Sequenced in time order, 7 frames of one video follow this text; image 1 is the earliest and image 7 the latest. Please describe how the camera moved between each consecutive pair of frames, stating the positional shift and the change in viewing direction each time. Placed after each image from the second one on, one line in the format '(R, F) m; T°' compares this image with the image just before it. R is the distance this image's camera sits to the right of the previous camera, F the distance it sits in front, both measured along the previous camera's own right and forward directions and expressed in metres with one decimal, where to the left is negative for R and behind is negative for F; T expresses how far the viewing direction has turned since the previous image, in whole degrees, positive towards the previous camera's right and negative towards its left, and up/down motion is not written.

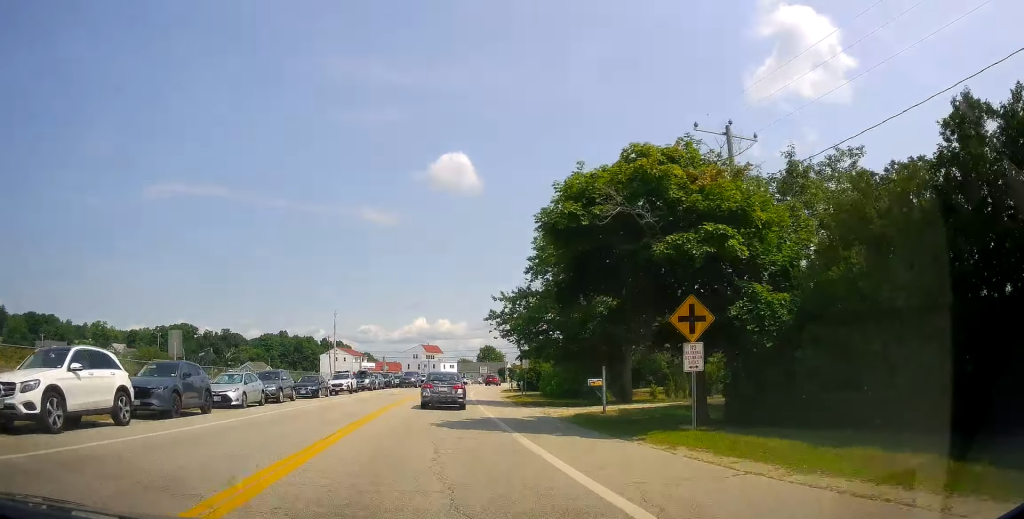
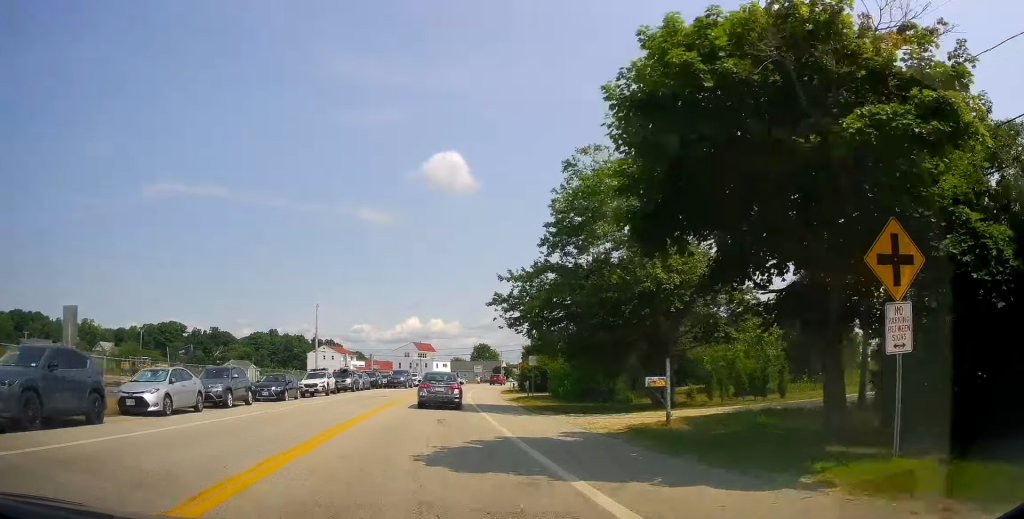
(0.0, +6.5) m; 0°
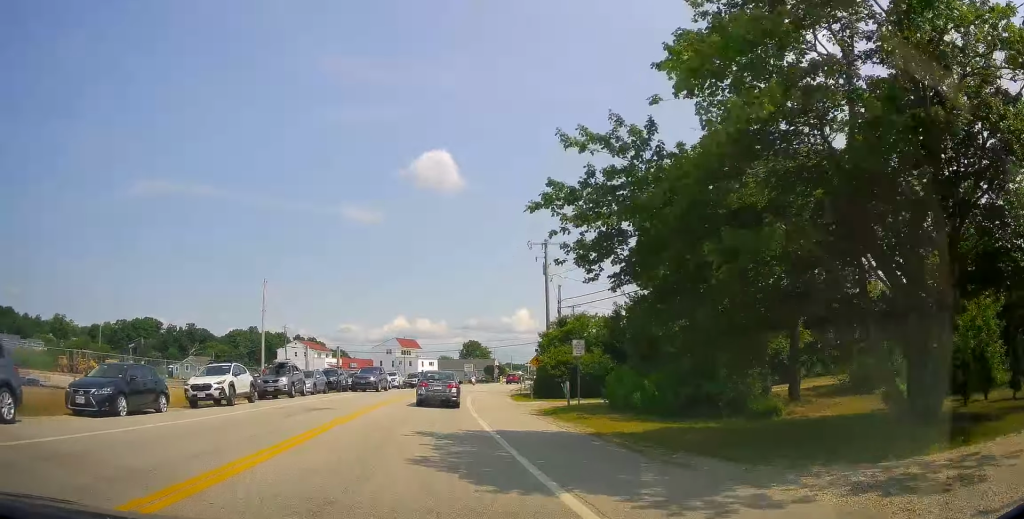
(+0.1, +15.3) m; +2°
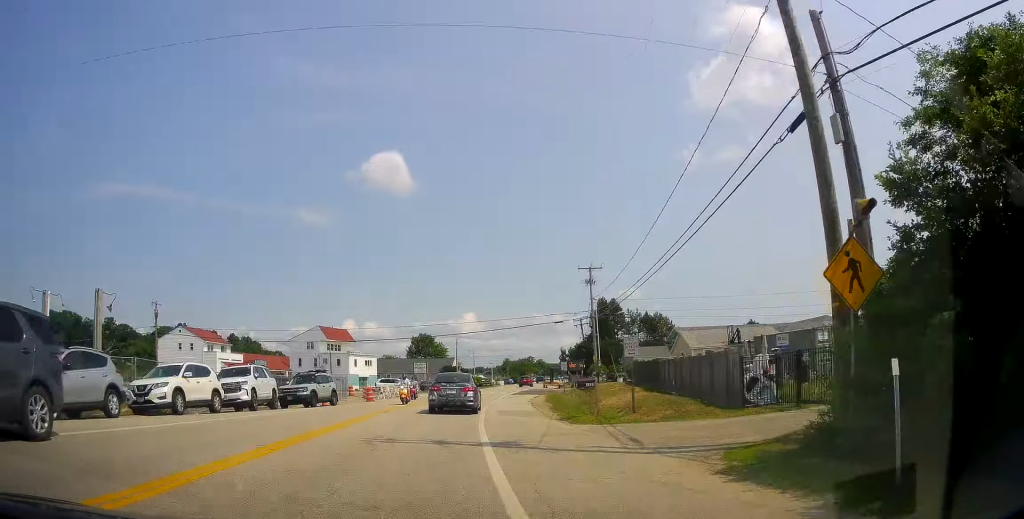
(+2.0, +36.6) m; +7°
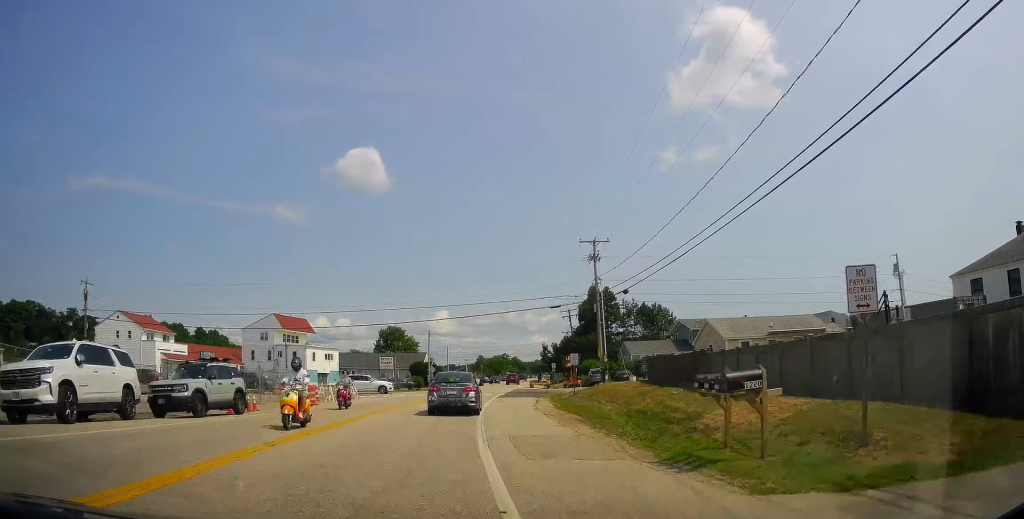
(+0.3, +11.3) m; +2°
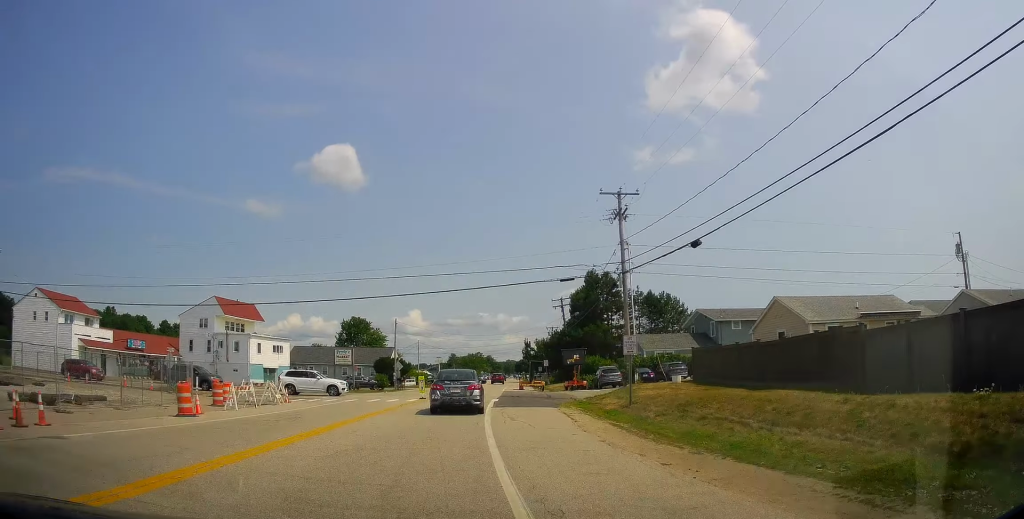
(+0.2, +13.3) m; +2°
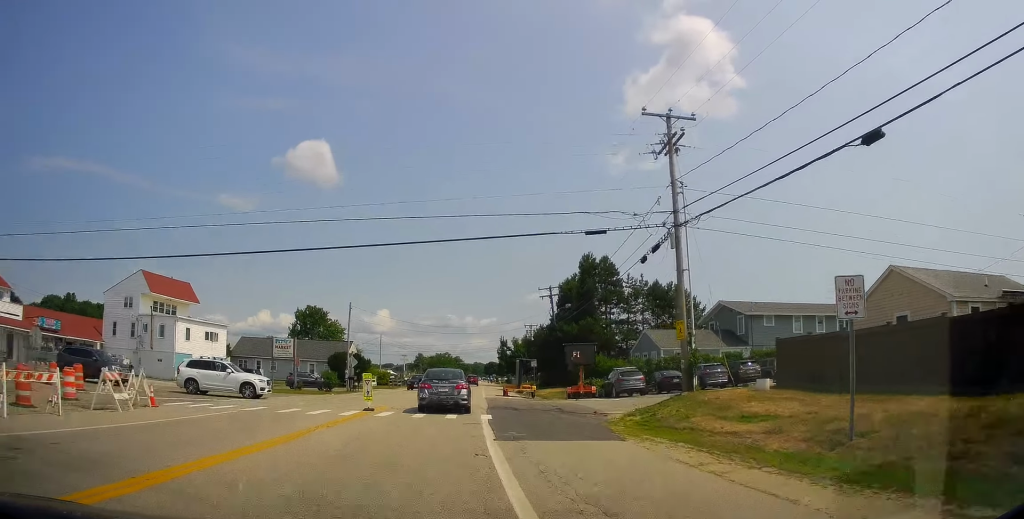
(+0.4, +12.0) m; +2°
